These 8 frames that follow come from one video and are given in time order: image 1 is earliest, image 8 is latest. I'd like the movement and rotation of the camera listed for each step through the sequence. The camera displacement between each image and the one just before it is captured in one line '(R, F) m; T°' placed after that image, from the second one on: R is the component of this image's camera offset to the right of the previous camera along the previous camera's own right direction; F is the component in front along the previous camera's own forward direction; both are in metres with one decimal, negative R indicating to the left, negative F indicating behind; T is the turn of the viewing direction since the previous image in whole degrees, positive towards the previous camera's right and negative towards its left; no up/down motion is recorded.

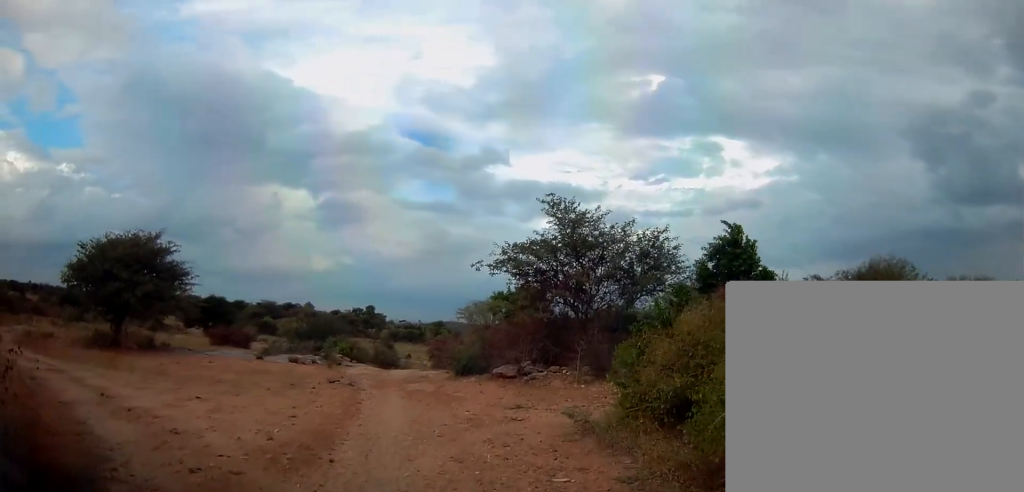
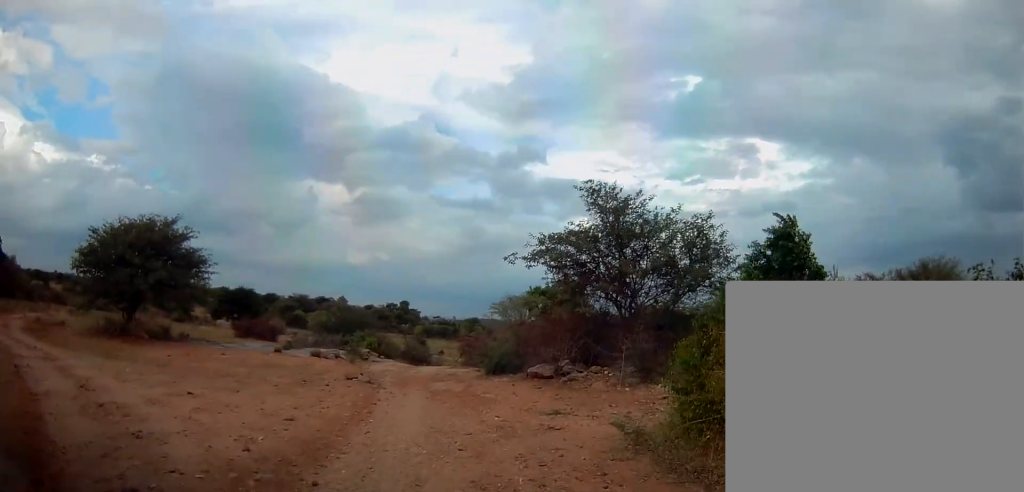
(0.0, +1.7) m; -3°
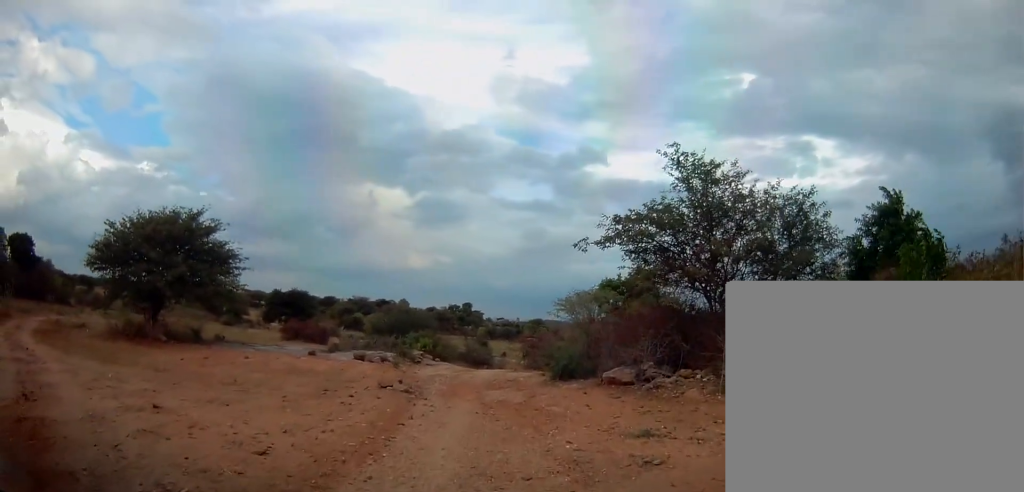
(-0.2, +3.0) m; -6°
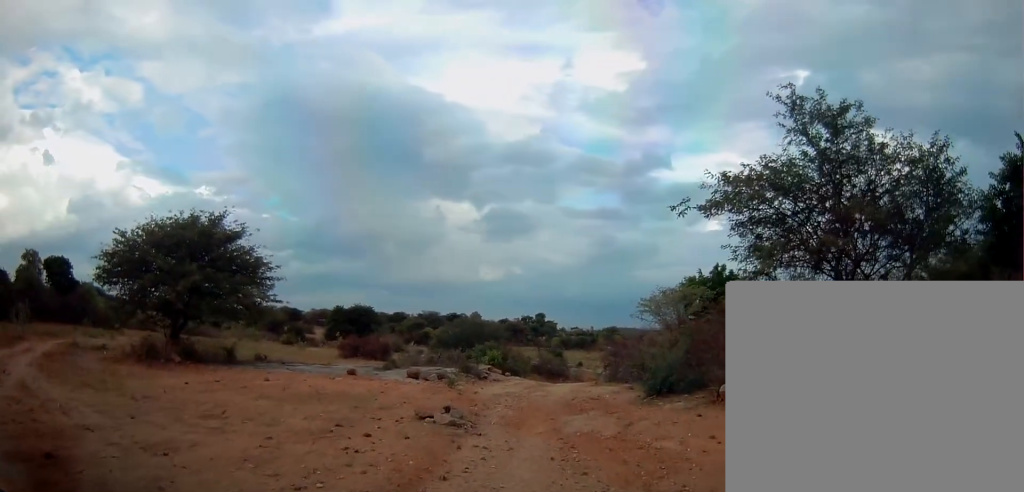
(-0.2, +4.0) m; -5°
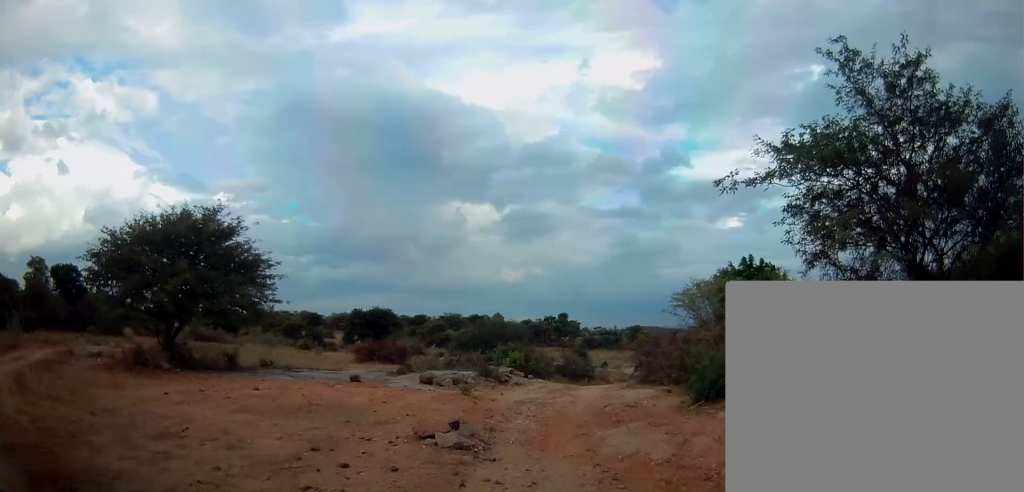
(-0.1, +2.4) m; -3°
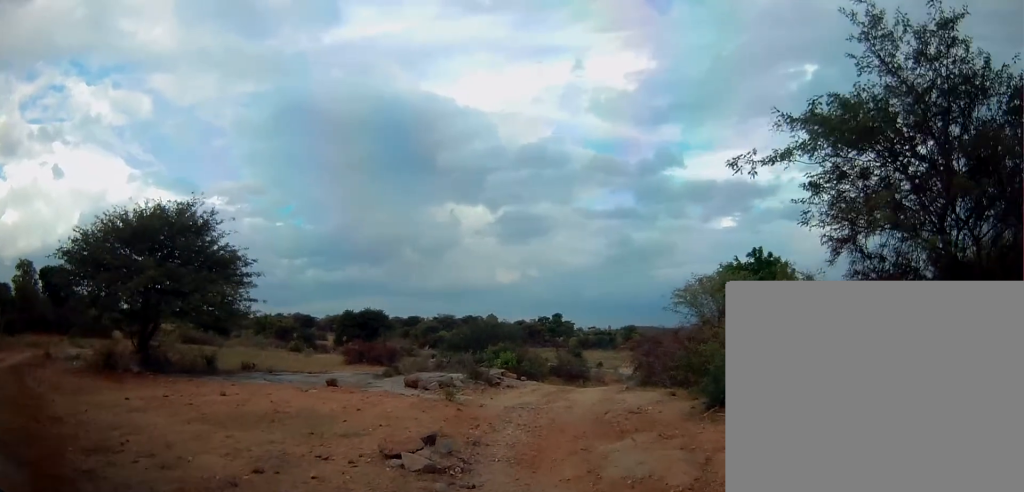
(0.0, +1.4) m; -1°
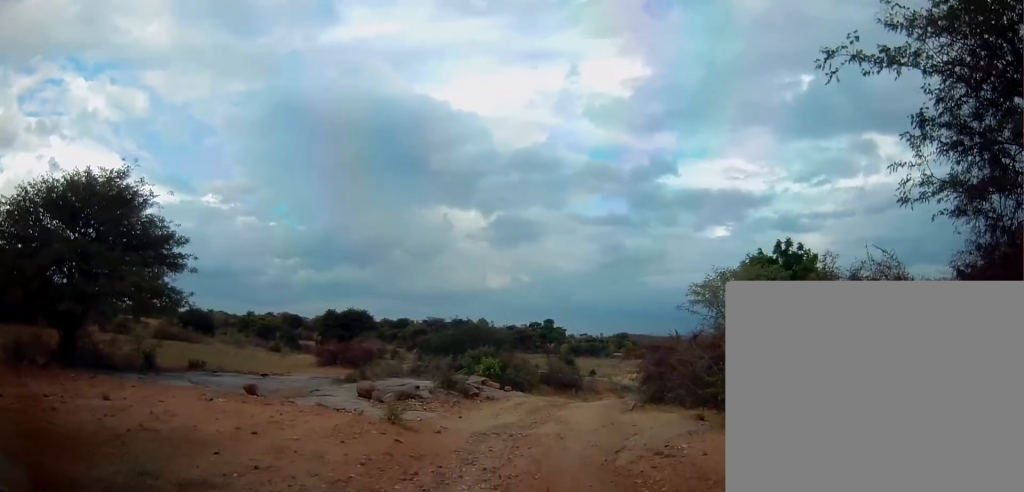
(0.0, +3.5) m; +2°
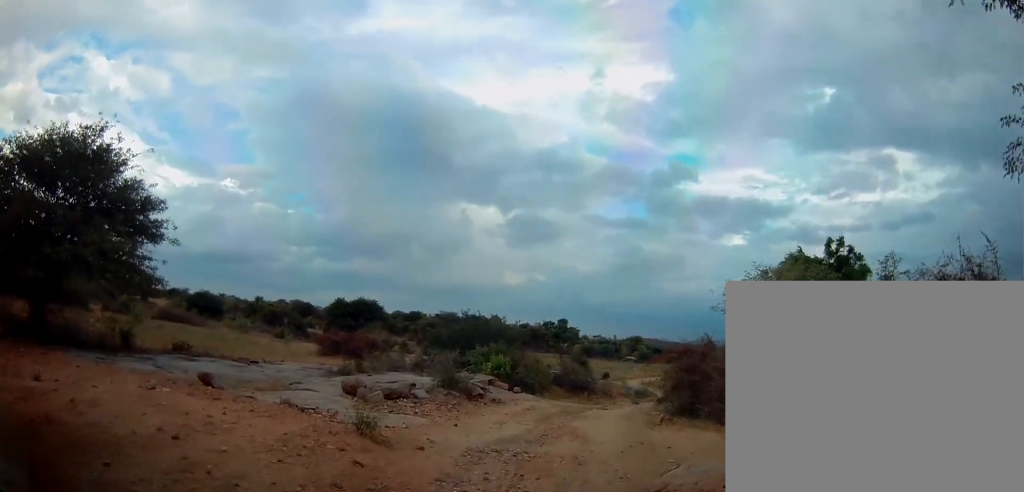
(0.0, +2.1) m; -2°
